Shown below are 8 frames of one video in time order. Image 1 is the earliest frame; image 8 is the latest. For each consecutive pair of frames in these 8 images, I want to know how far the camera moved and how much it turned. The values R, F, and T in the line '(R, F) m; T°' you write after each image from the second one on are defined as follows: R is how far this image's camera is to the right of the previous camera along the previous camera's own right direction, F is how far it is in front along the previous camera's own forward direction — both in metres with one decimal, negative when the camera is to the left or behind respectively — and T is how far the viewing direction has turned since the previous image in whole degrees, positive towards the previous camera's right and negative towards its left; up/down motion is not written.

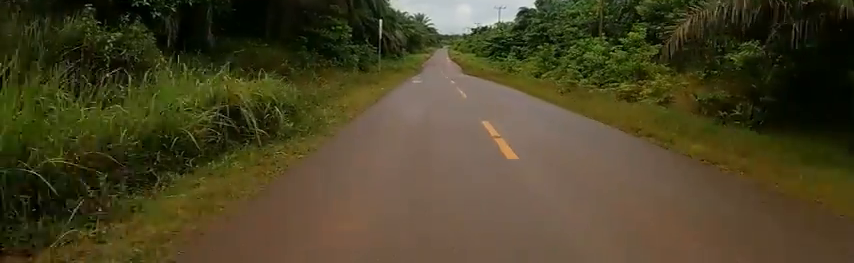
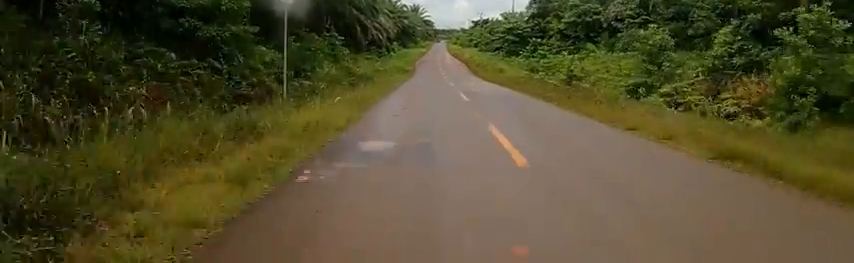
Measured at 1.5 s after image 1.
(0.0, +17.2) m; 0°
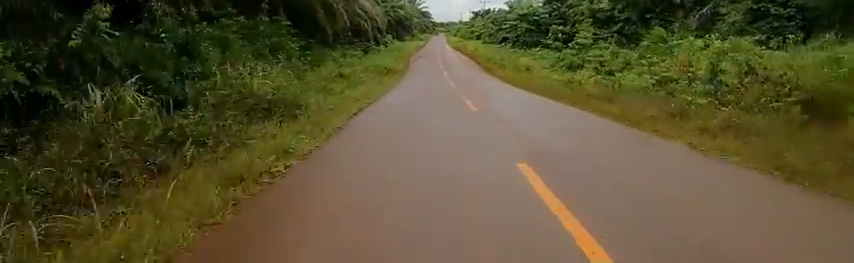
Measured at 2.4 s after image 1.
(0.0, +11.7) m; 0°
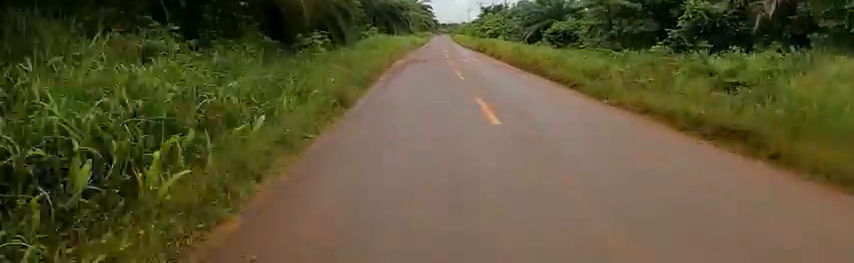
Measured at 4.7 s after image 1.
(0.0, +25.9) m; 0°
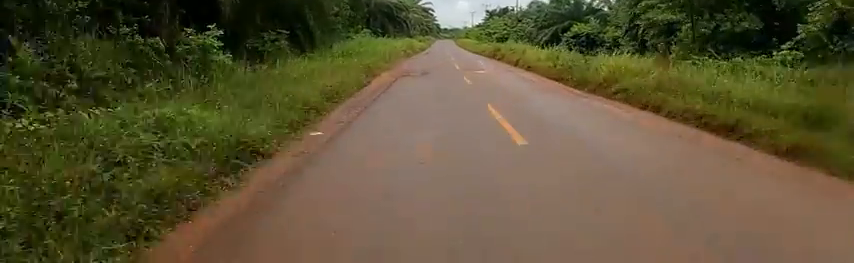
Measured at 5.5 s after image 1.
(0.0, +7.7) m; 0°
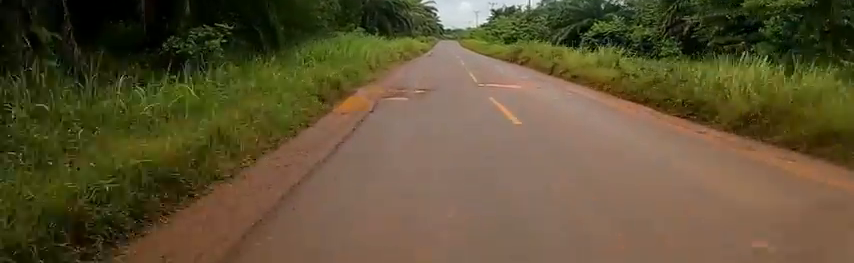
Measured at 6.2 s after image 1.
(0.0, +5.8) m; 0°
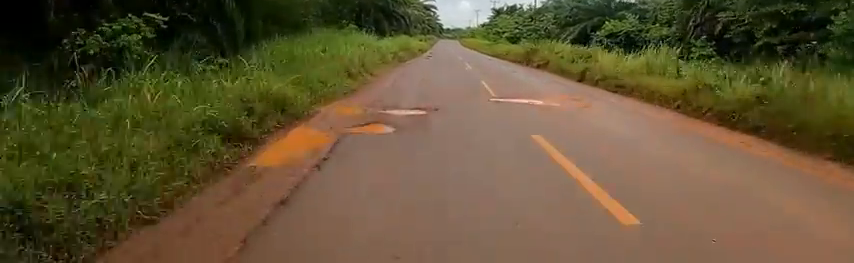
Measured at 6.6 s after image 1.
(0.0, +3.4) m; 0°
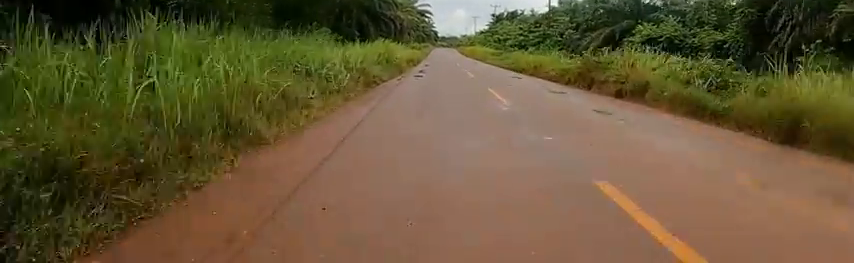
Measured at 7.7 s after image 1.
(0.0, +9.5) m; 0°
